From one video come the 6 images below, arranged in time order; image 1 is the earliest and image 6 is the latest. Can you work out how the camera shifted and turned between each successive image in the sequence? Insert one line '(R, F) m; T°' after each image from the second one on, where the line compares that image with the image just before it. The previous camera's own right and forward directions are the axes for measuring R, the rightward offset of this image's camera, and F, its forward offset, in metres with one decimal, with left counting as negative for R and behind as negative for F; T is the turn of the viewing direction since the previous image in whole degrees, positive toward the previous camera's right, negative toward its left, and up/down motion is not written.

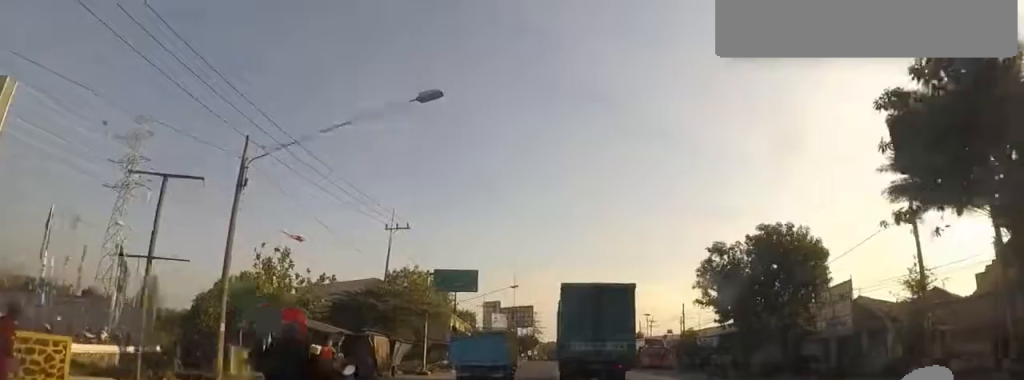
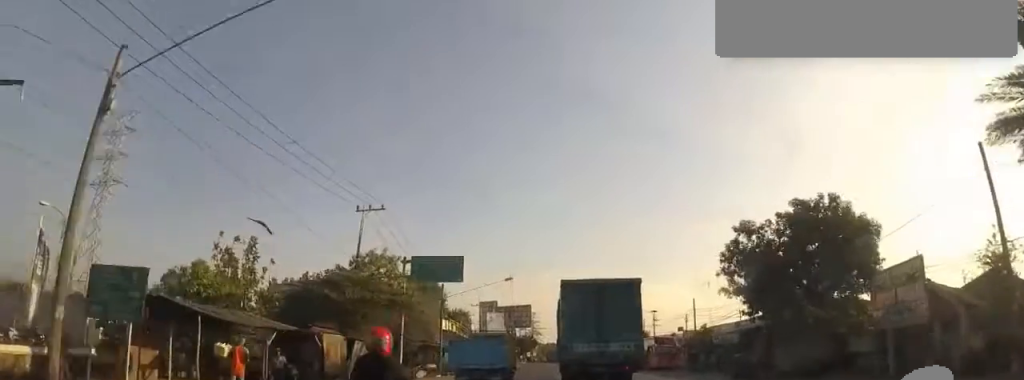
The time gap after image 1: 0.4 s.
(0.0, +5.0) m; 0°
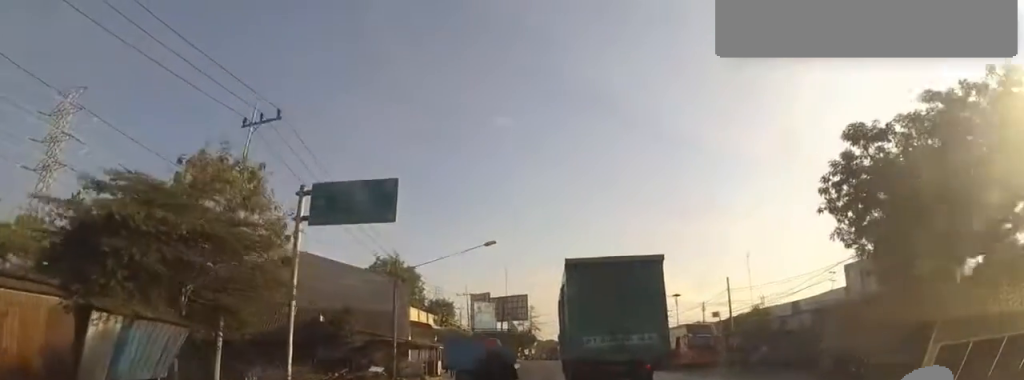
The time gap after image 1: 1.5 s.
(0.0, +11.7) m; 0°
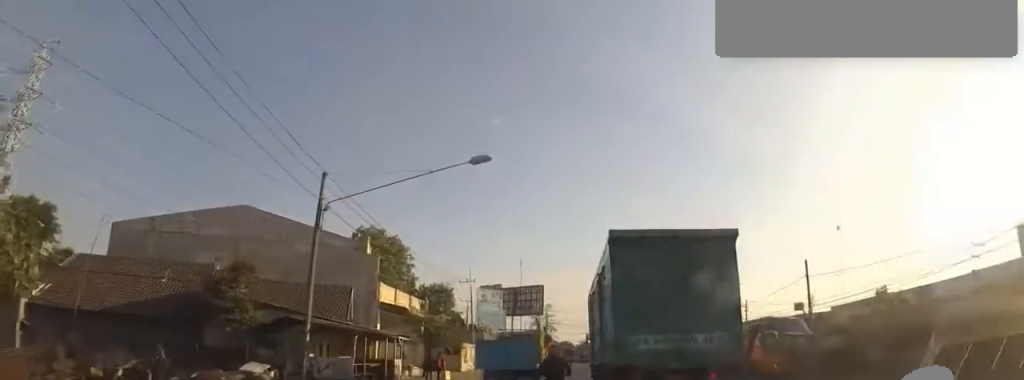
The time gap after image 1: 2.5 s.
(0.0, +11.8) m; 0°
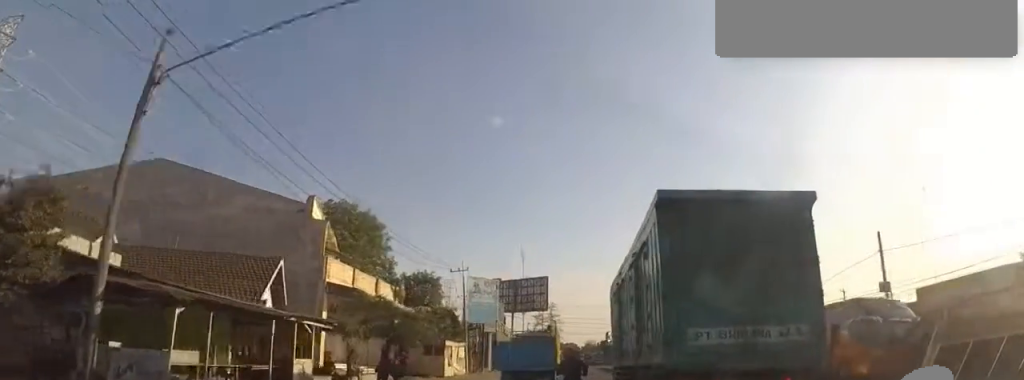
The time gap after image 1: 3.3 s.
(0.0, +8.4) m; 0°
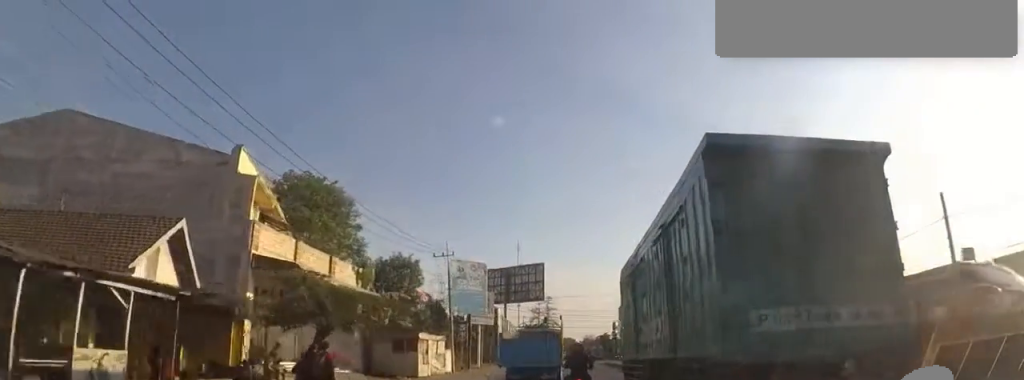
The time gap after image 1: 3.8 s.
(0.0, +5.8) m; 0°
